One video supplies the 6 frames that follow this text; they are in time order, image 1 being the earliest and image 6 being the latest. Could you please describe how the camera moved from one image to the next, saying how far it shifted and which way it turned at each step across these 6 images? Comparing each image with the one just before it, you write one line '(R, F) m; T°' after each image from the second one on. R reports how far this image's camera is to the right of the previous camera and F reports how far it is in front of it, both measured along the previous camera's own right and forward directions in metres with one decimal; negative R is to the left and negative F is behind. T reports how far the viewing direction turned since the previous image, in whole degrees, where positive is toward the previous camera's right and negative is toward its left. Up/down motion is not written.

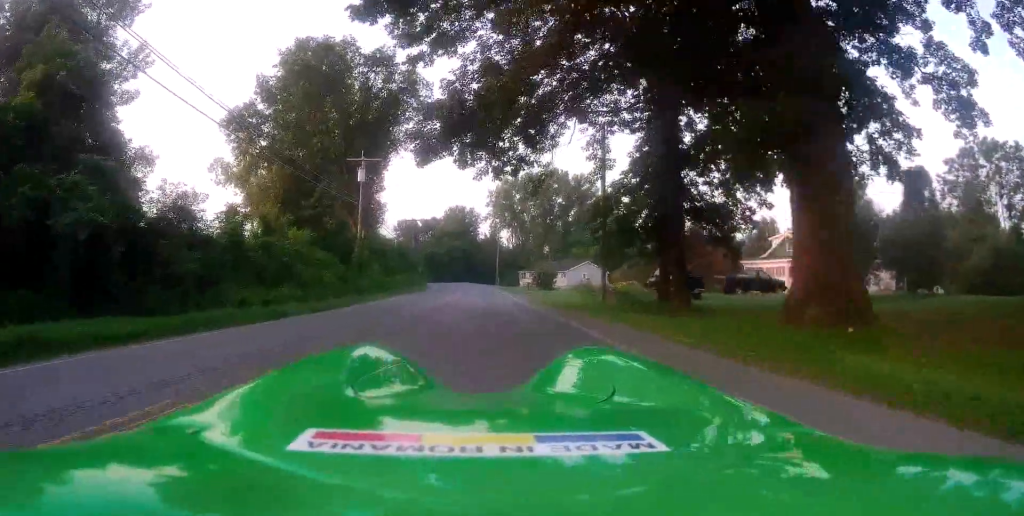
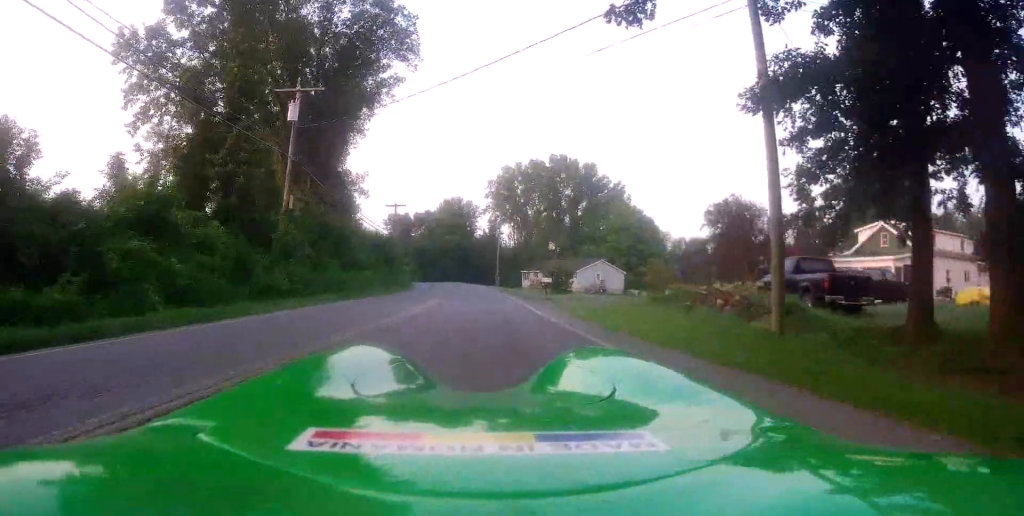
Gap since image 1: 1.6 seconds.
(0.0, +13.2) m; -2°
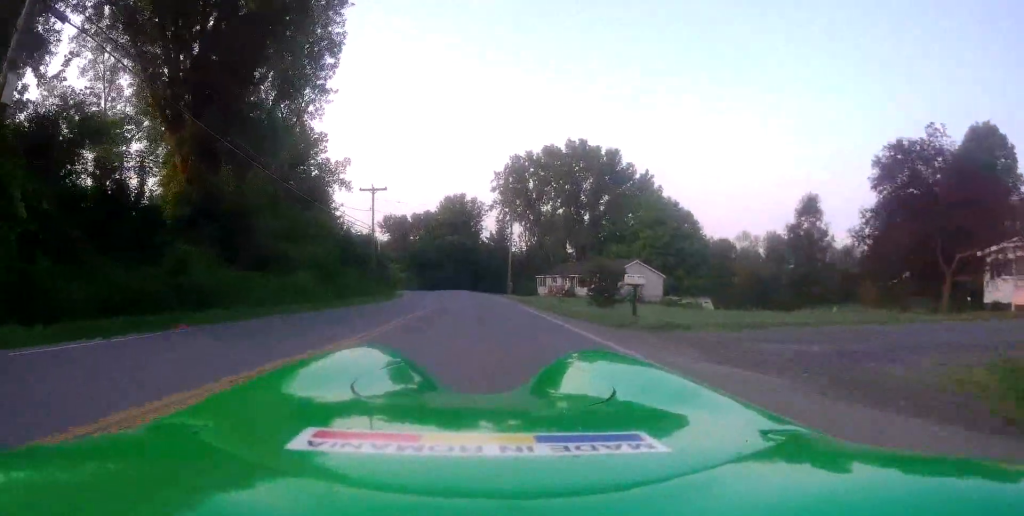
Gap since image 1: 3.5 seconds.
(-0.7, +15.6) m; -2°
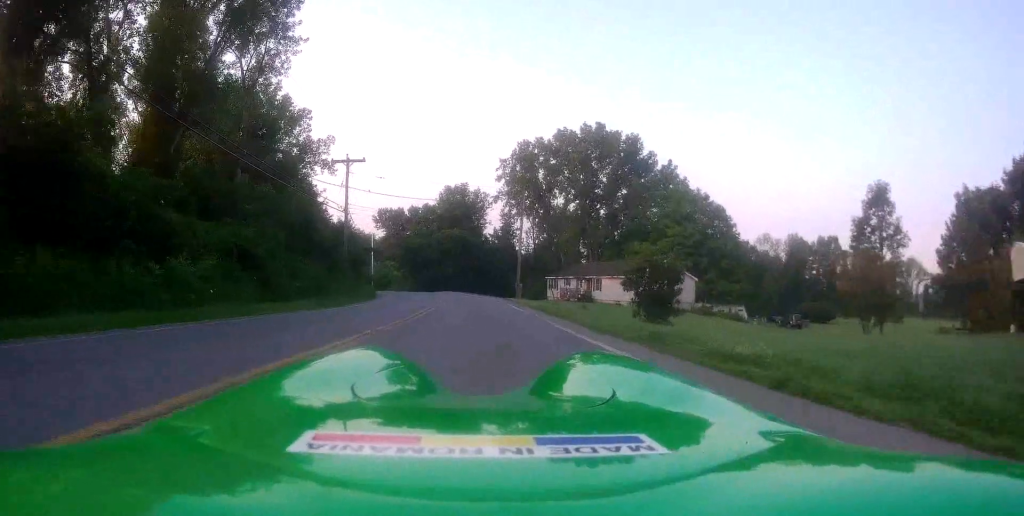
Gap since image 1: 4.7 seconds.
(+0.3, +10.3) m; +3°
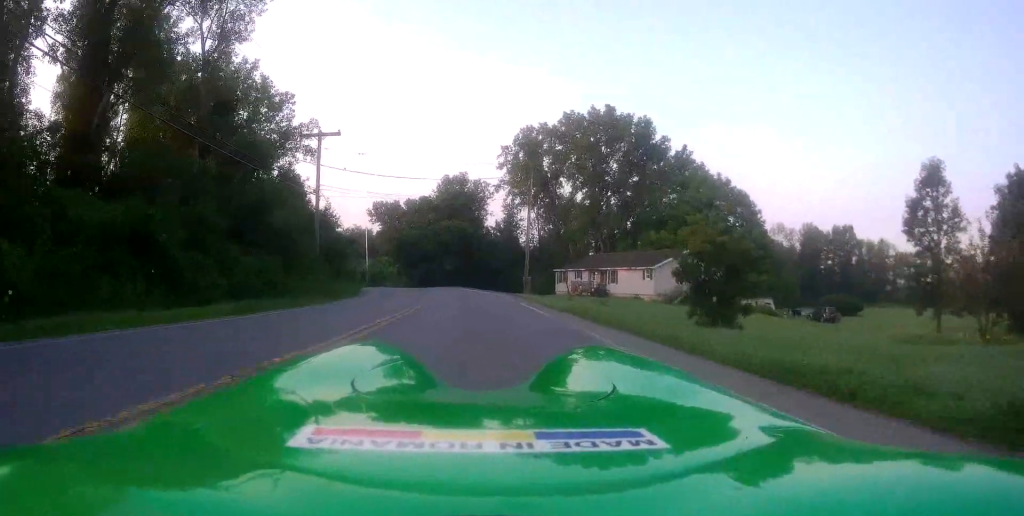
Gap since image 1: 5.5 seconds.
(+0.1, +6.3) m; +1°
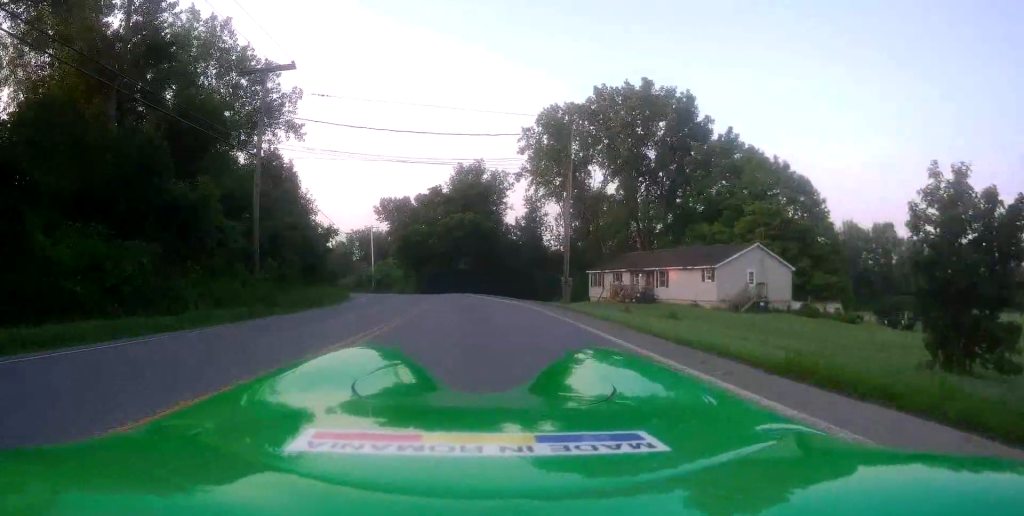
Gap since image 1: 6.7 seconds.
(0.0, +10.1) m; -2°
